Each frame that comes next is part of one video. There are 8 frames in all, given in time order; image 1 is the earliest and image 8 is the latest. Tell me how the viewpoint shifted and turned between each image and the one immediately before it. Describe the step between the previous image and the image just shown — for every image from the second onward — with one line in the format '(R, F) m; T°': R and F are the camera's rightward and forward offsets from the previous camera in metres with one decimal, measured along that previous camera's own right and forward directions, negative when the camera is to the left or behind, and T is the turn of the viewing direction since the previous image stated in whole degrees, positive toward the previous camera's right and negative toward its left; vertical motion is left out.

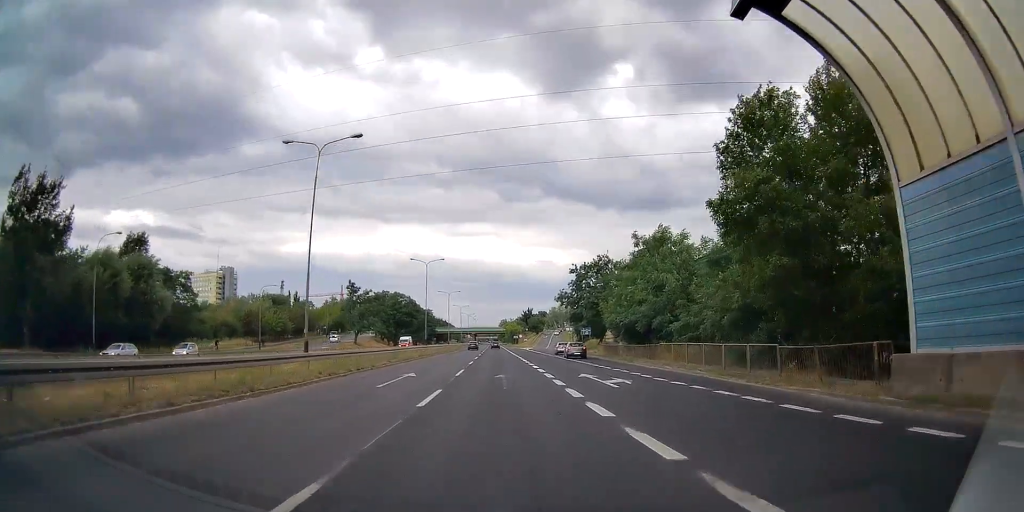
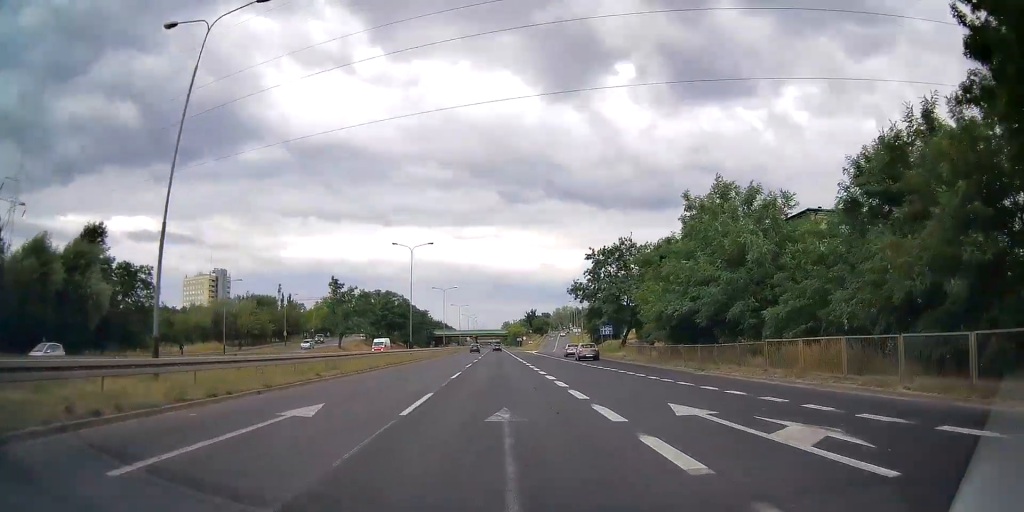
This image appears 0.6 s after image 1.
(-0.1, +13.2) m; 0°
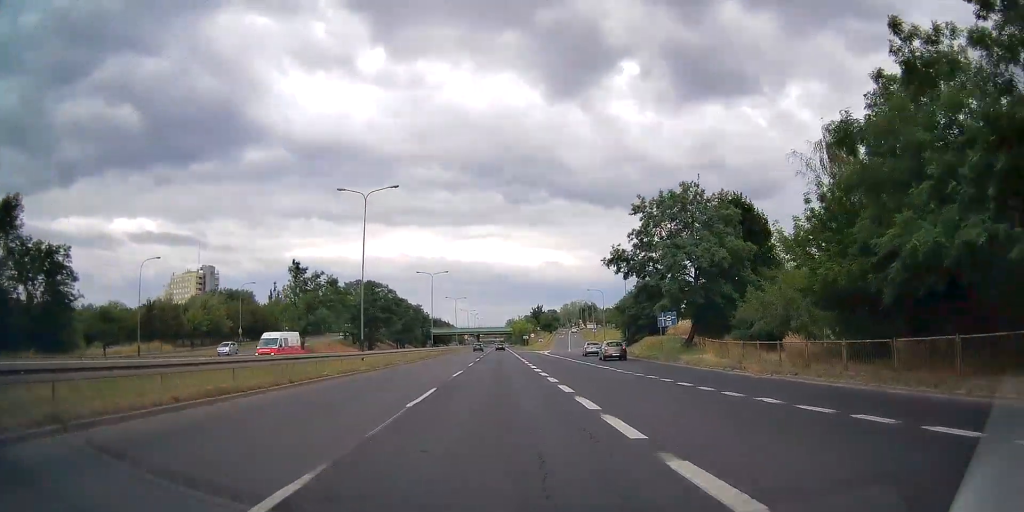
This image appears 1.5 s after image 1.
(+0.1, +21.6) m; 0°
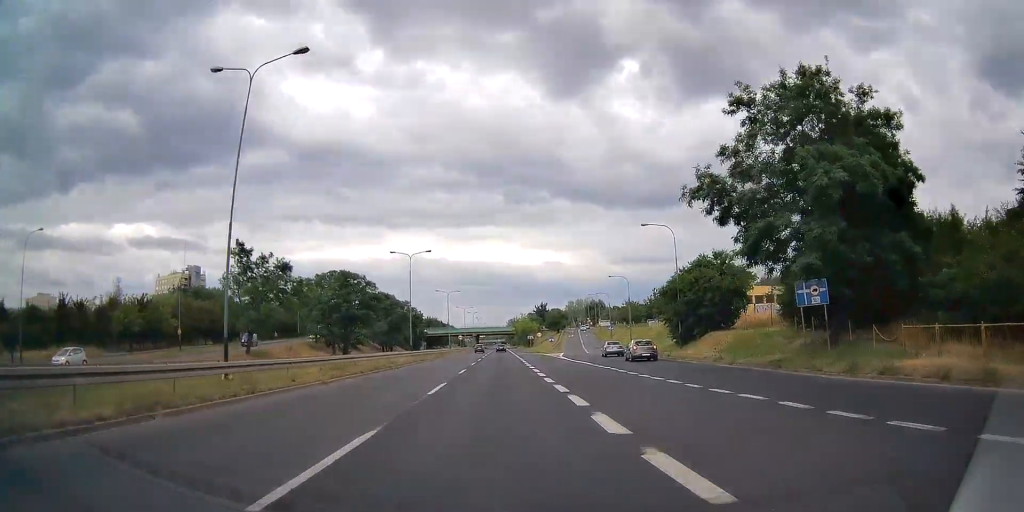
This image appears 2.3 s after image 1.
(+0.1, +19.3) m; 0°
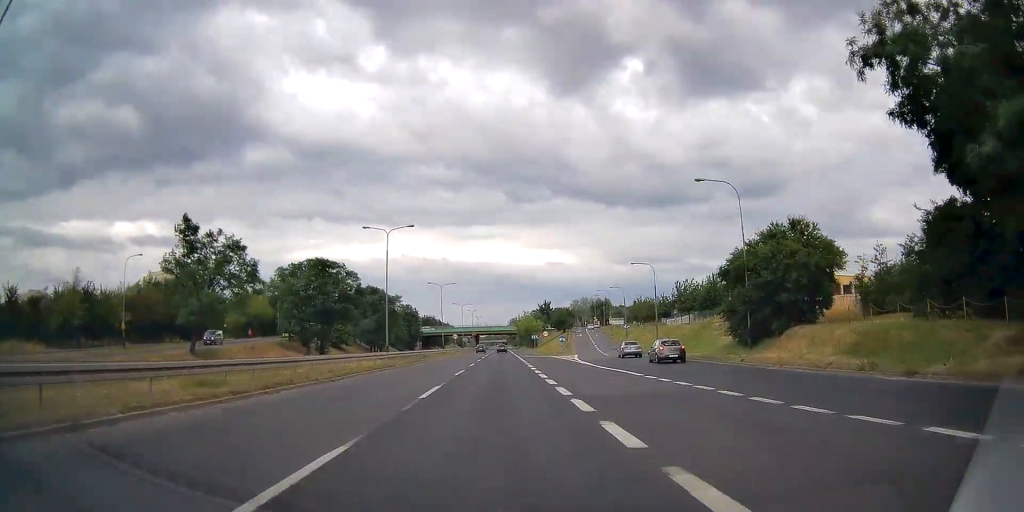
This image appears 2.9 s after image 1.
(0.0, +13.1) m; 0°
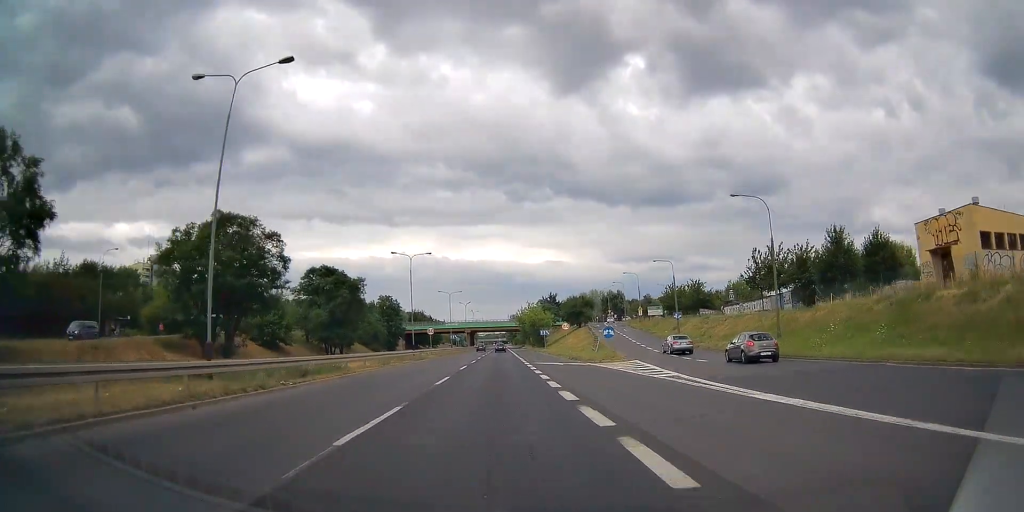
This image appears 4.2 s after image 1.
(-0.2, +30.1) m; 0°
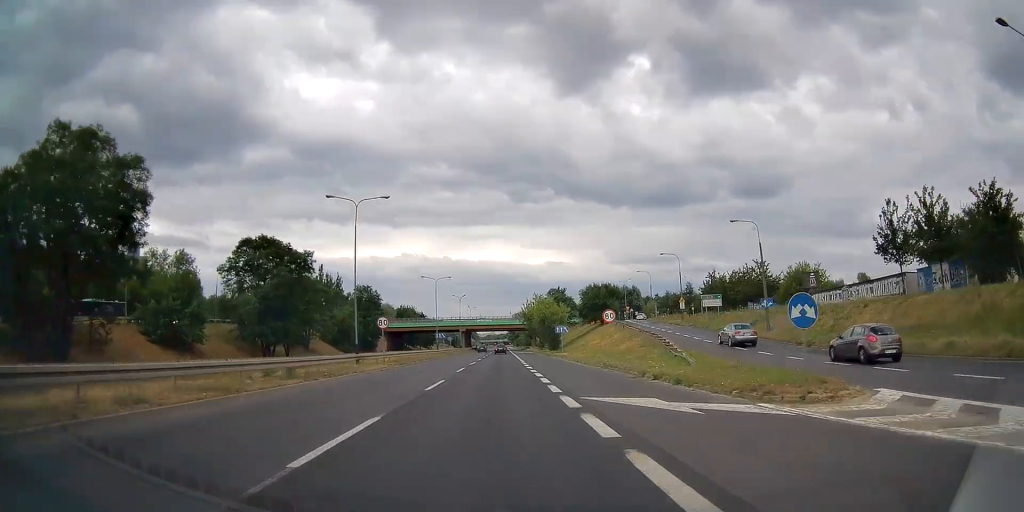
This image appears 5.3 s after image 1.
(+0.1, +24.6) m; 0°
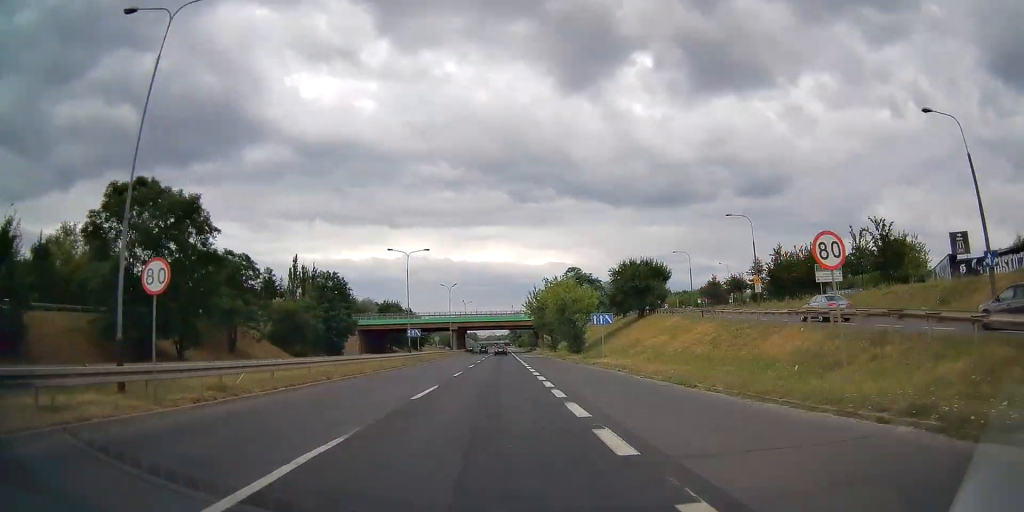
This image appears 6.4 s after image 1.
(0.0, +25.4) m; 0°
